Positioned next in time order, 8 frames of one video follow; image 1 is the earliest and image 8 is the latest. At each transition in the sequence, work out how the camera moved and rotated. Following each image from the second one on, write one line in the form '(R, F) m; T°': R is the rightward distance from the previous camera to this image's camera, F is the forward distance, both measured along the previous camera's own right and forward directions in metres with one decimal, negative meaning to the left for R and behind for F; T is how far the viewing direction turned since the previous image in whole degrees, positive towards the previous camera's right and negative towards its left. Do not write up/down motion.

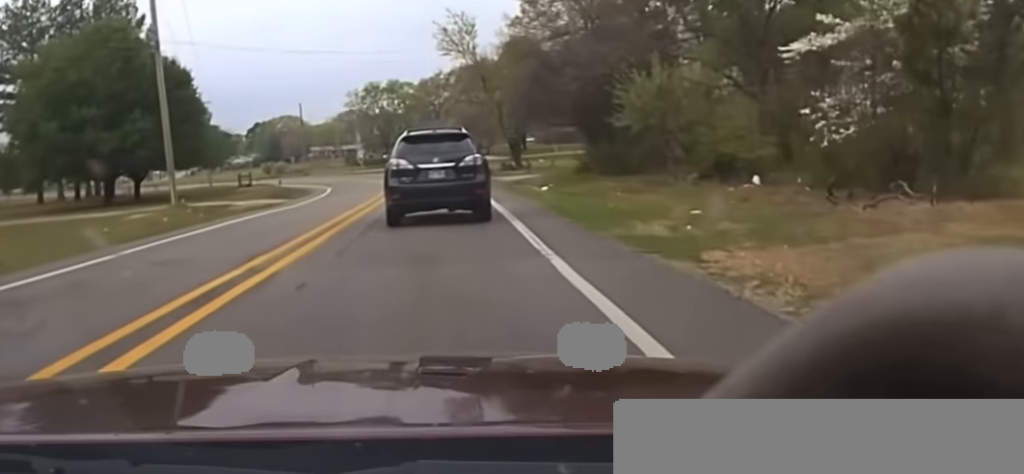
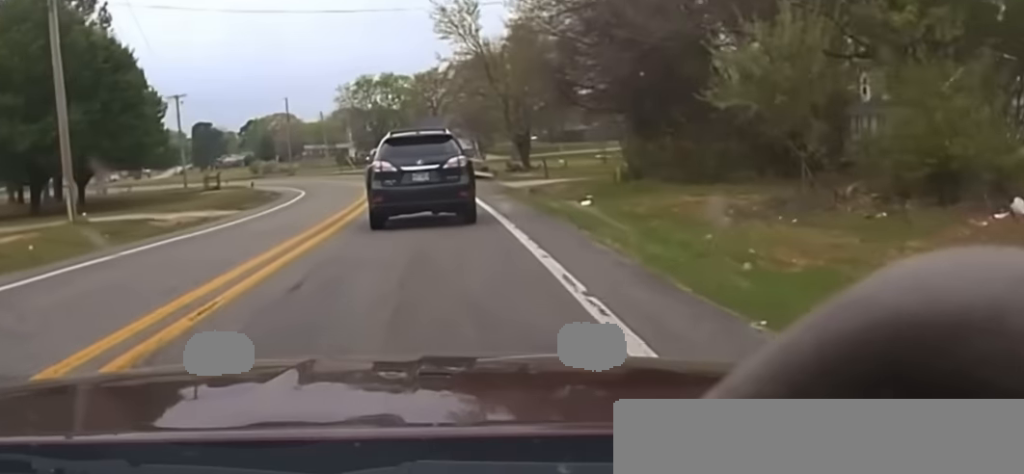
(0.0, +12.0) m; 0°
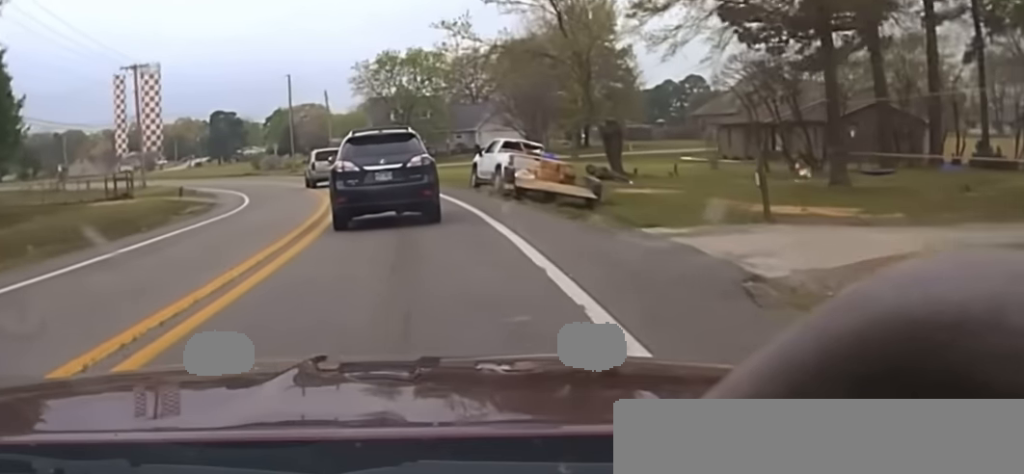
(-0.3, +26.5) m; -2°
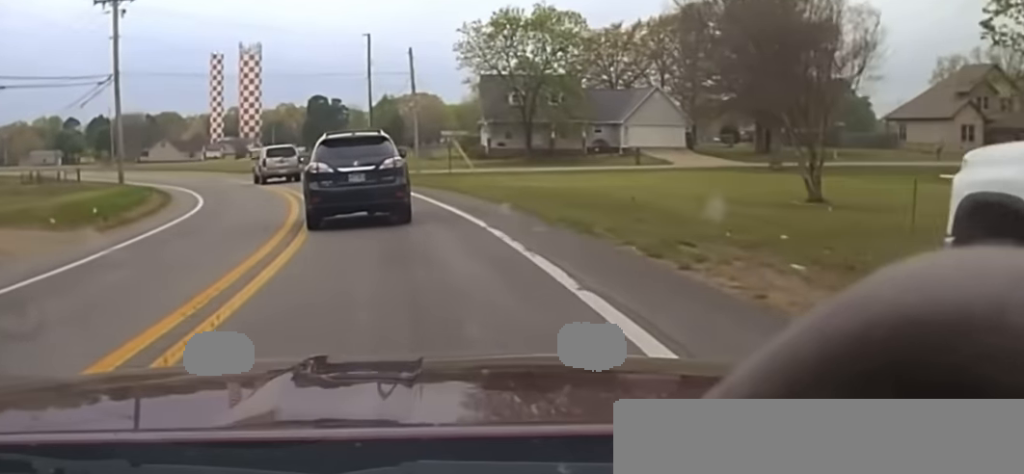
(-0.9, +31.8) m; -4°
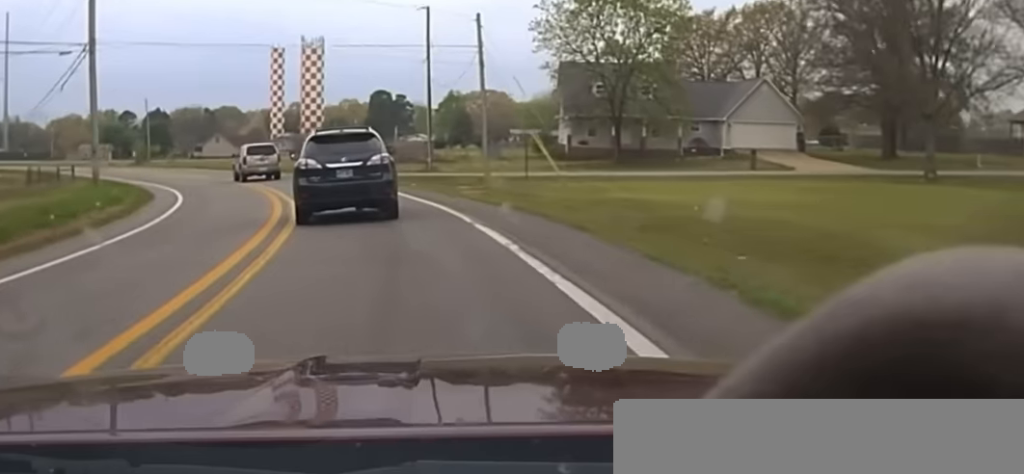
(-0.1, +15.7) m; -4°
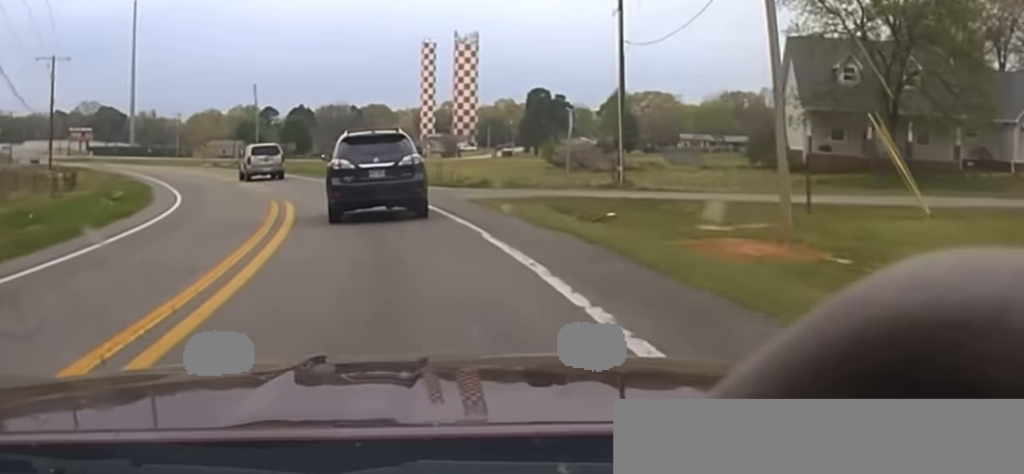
(-2.6, +28.9) m; -9°
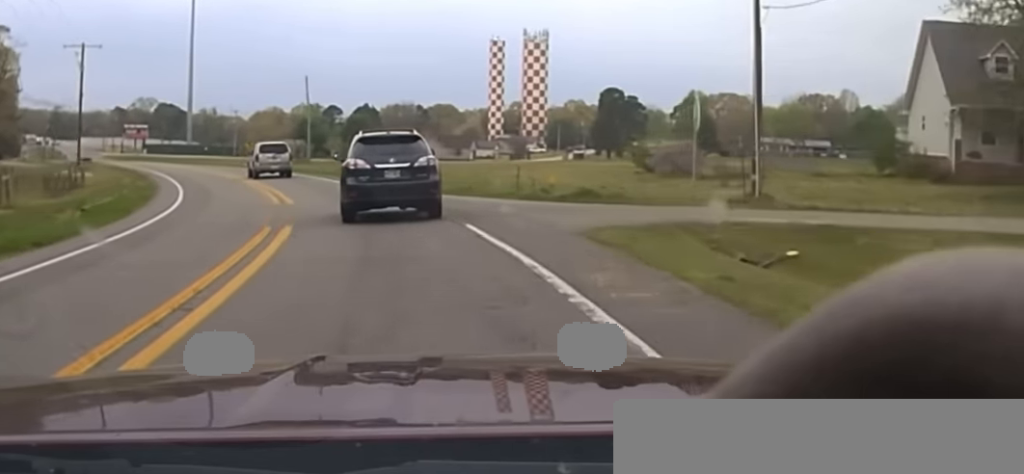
(-0.1, +13.3) m; -3°
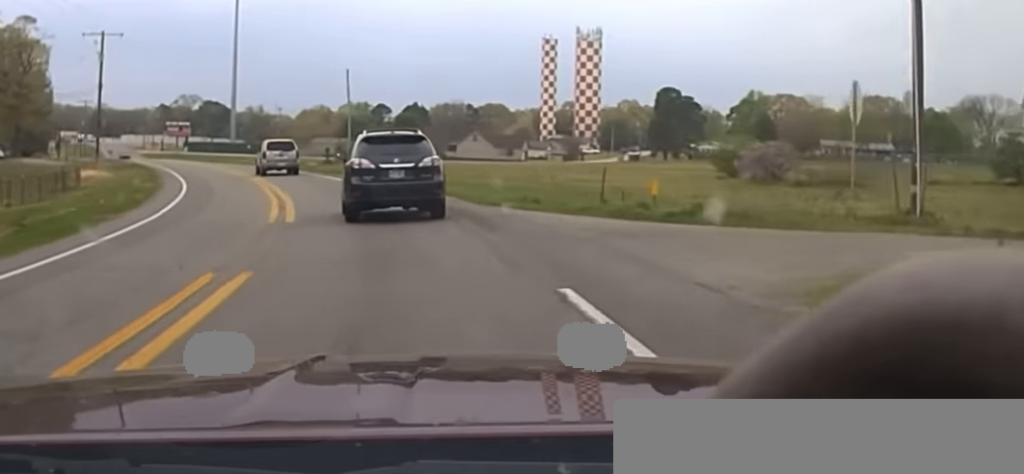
(-0.5, +9.8) m; -3°
